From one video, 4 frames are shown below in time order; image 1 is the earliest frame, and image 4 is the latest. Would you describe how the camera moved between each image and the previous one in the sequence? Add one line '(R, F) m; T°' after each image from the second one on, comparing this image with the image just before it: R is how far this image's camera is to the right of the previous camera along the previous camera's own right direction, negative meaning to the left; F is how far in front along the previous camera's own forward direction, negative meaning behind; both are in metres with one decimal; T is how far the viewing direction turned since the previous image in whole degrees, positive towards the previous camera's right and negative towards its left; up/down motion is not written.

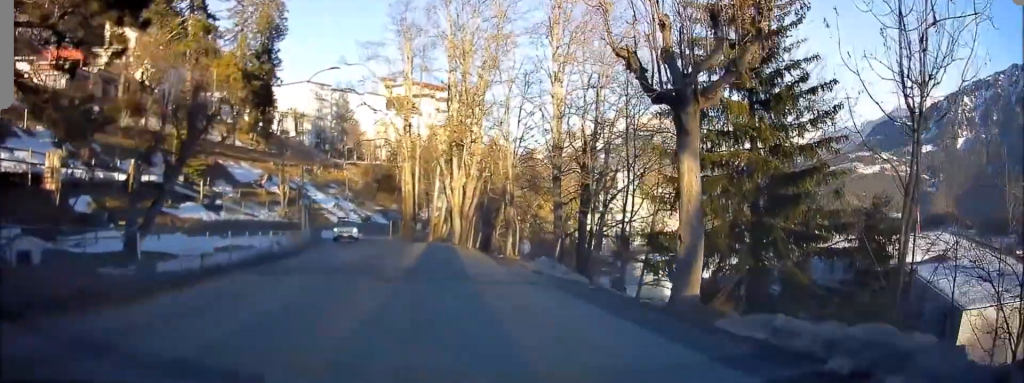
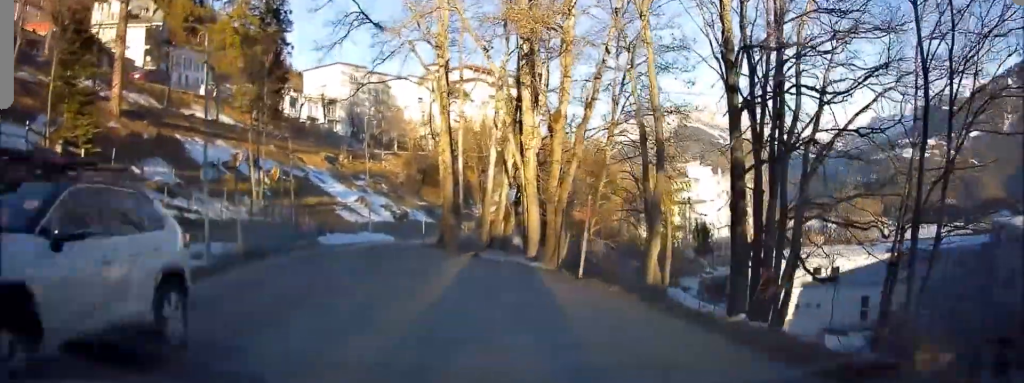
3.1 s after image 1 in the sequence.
(-1.5, +18.3) m; -18°
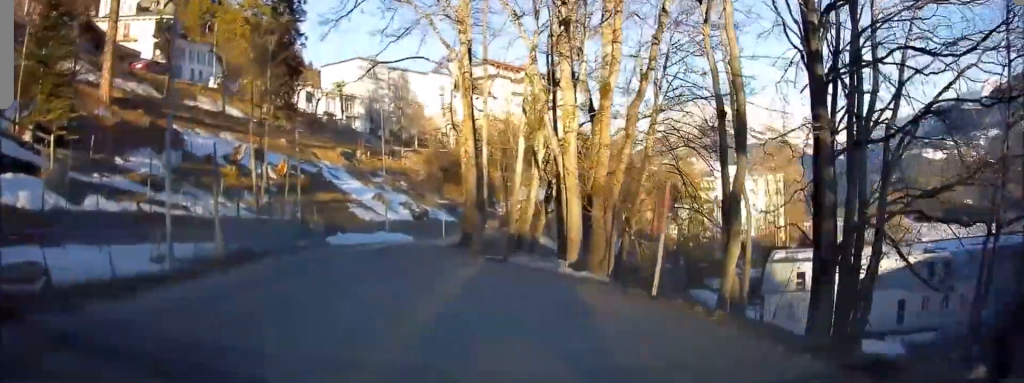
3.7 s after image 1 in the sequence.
(-0.1, +3.4) m; -3°
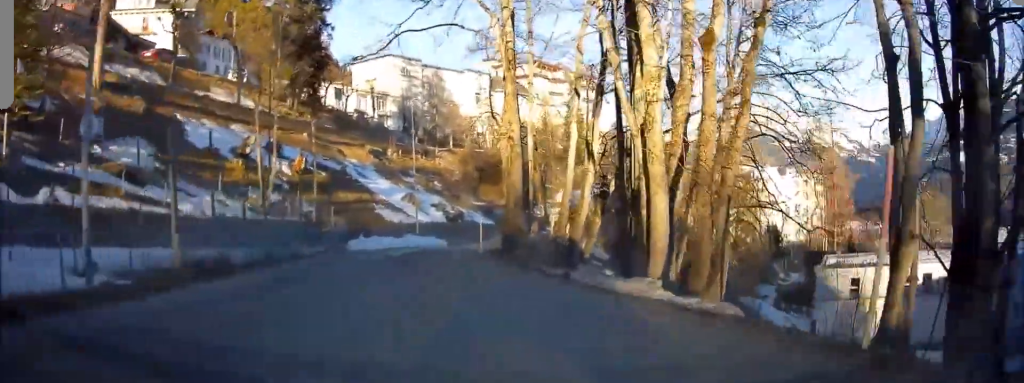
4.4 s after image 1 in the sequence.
(0.0, +4.0) m; -2°
